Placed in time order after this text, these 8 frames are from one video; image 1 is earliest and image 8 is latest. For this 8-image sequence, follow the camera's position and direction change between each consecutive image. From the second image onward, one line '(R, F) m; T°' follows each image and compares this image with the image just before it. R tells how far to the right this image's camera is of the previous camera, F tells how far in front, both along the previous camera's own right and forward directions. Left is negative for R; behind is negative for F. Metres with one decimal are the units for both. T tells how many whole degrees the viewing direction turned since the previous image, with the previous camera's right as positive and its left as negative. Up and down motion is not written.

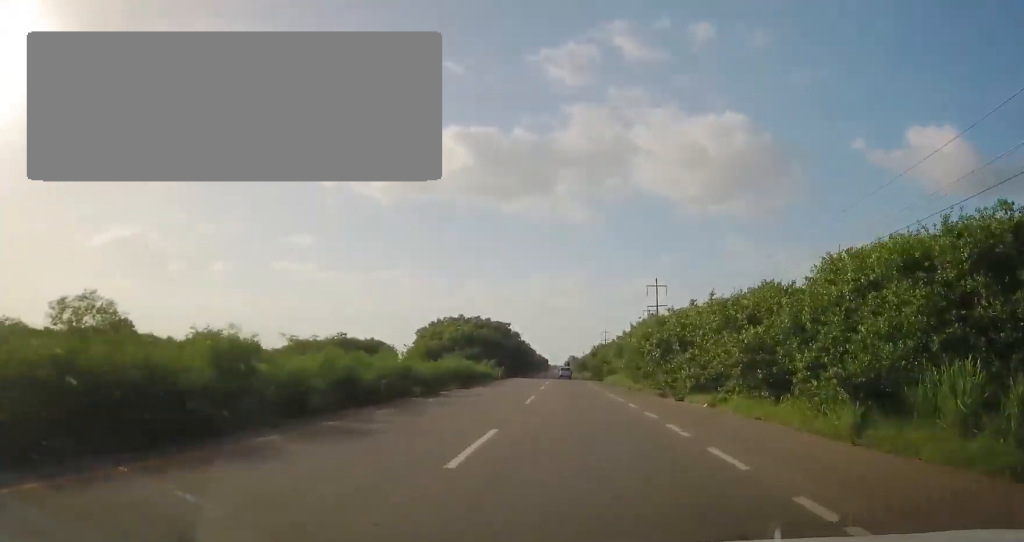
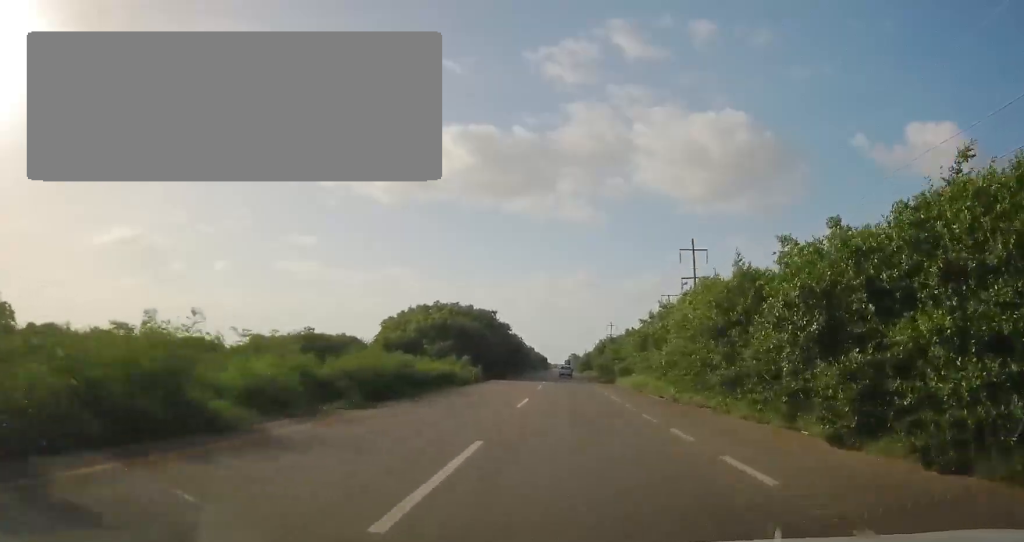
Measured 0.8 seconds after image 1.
(-0.2, +17.8) m; 0°
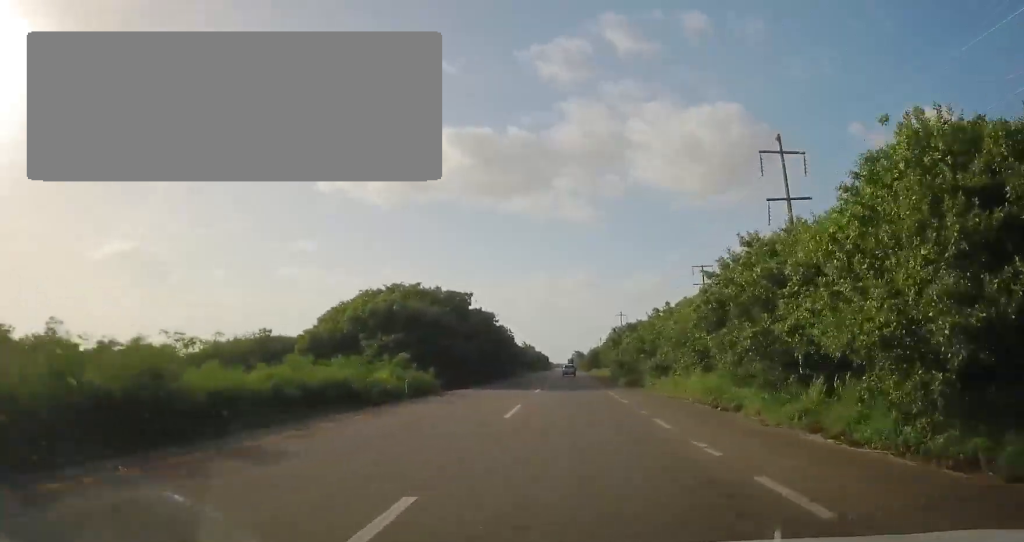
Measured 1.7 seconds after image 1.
(+0.1, +19.0) m; +1°
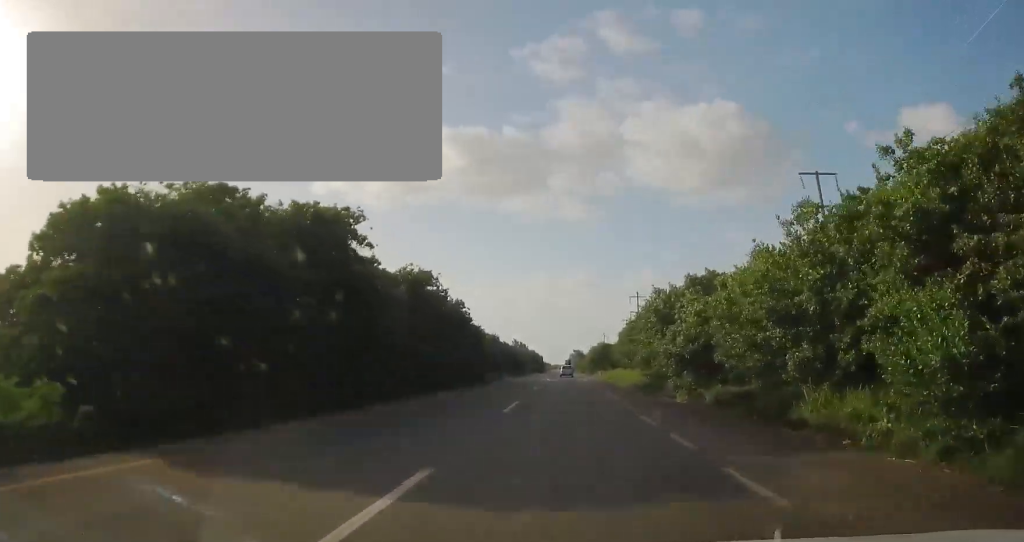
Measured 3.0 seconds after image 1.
(+0.1, +28.3) m; -1°
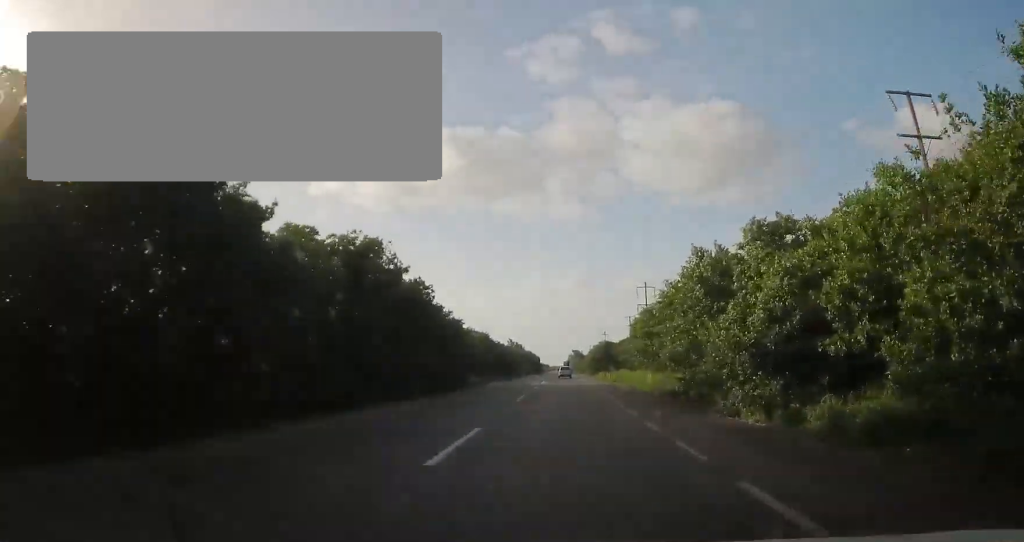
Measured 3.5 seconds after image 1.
(-0.1, +9.8) m; 0°
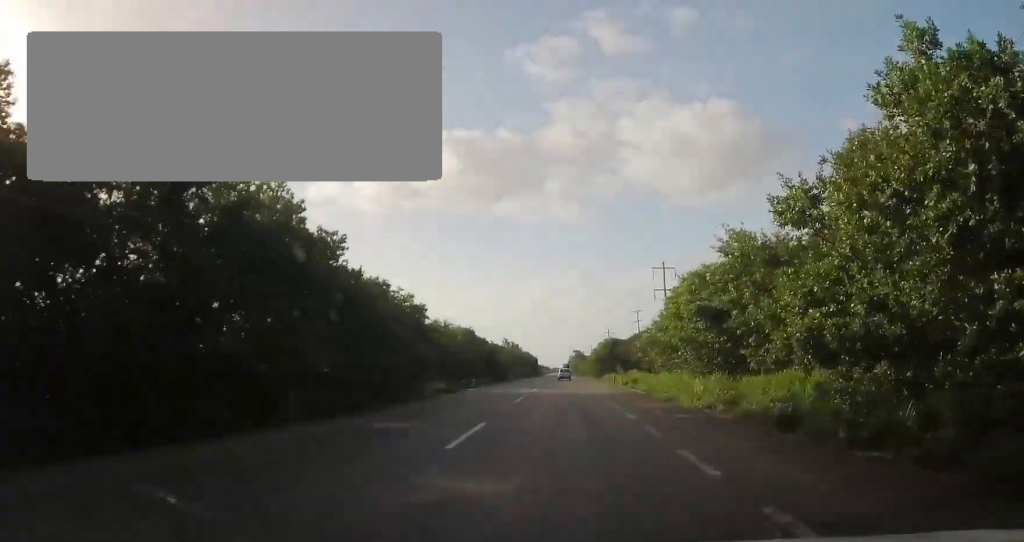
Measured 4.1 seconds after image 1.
(0.0, +13.0) m; +1°
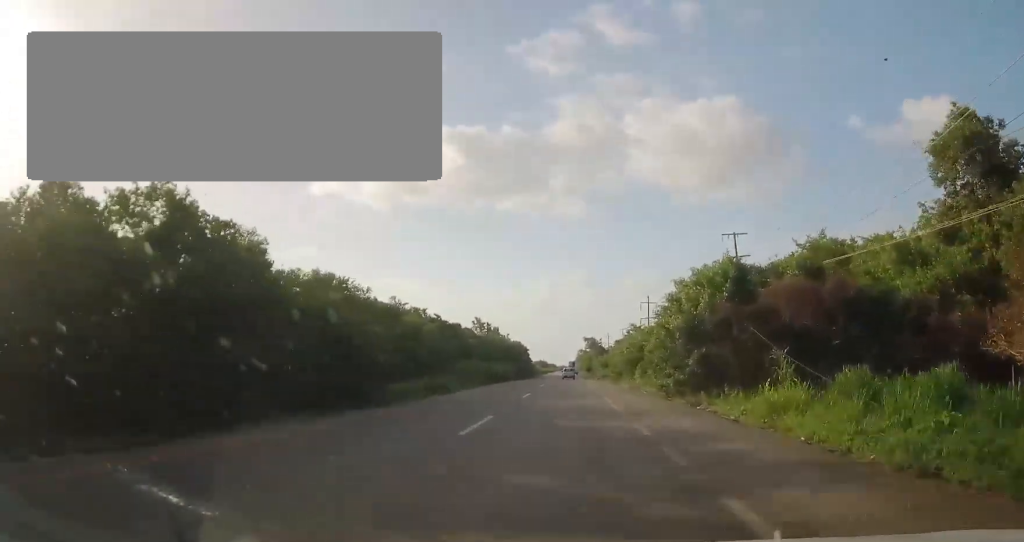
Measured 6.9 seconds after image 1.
(0.0, +56.6) m; -1°
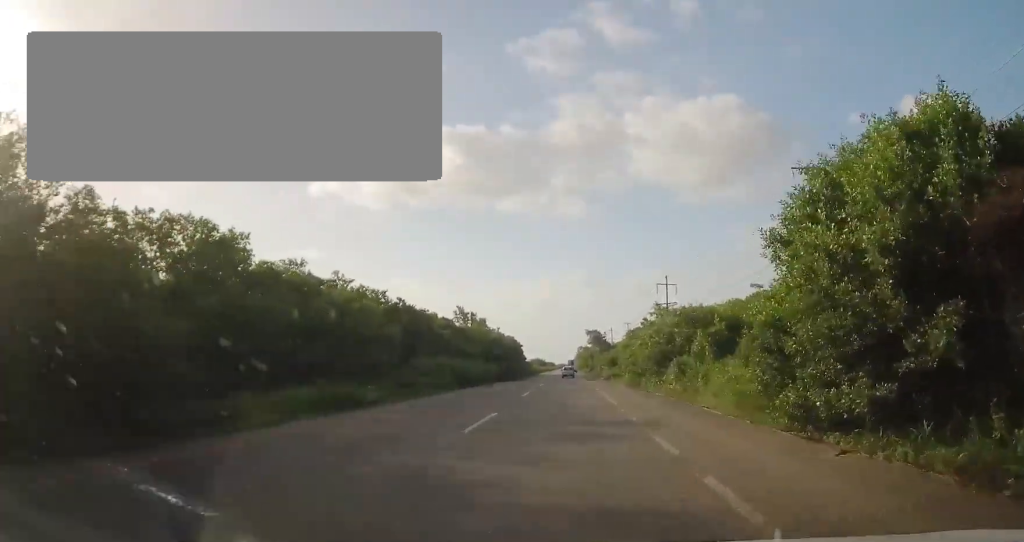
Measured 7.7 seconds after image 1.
(0.0, +15.0) m; 0°
